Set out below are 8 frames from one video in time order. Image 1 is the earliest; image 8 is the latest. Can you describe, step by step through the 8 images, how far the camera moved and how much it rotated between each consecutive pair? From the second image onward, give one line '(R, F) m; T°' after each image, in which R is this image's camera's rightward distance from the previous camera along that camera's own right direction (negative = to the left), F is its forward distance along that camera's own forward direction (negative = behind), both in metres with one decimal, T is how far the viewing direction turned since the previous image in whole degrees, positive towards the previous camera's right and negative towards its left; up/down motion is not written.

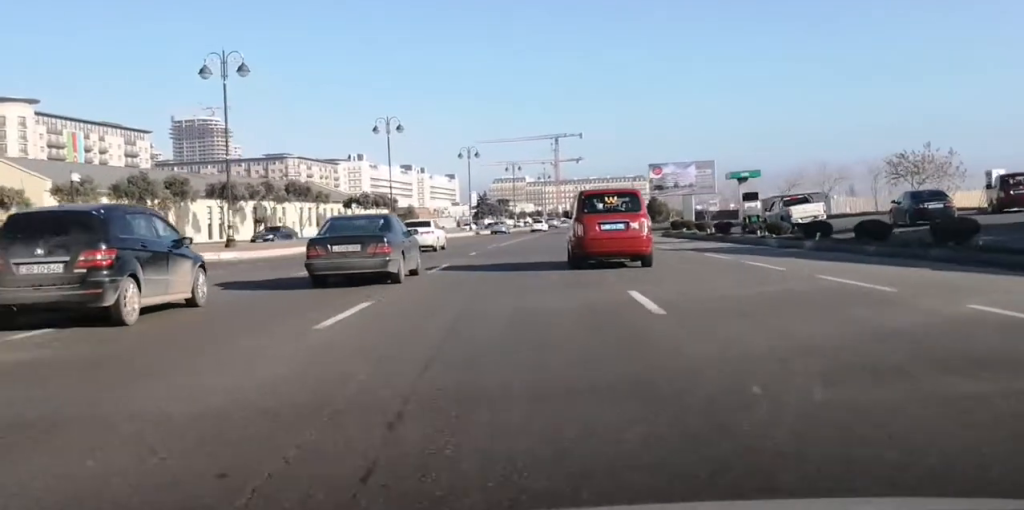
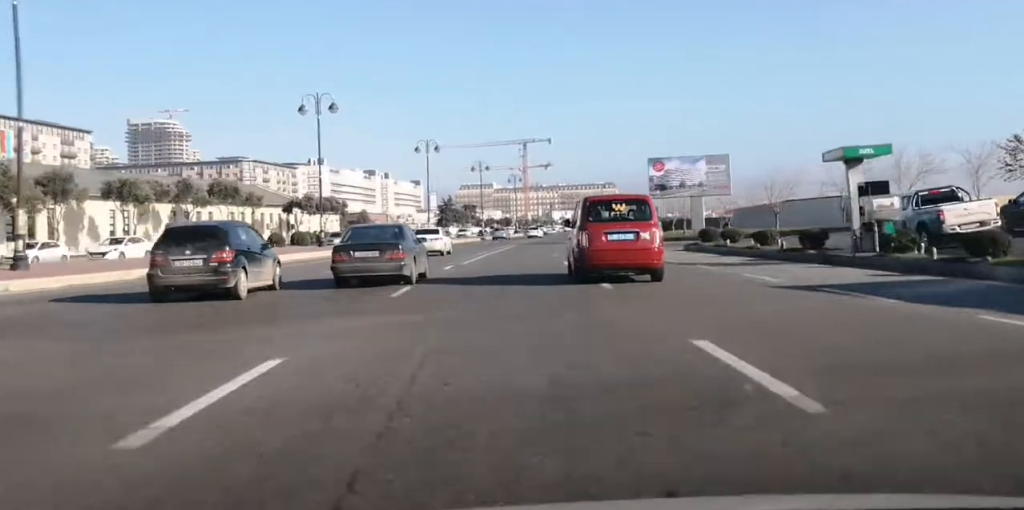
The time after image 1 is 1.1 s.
(-0.4, +18.0) m; 0°
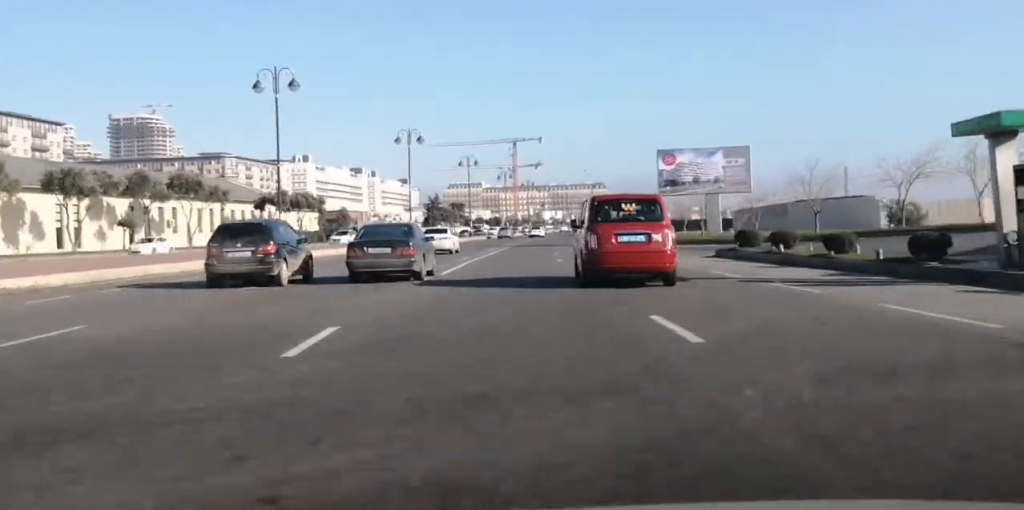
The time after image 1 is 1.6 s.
(+0.3, +8.1) m; +1°
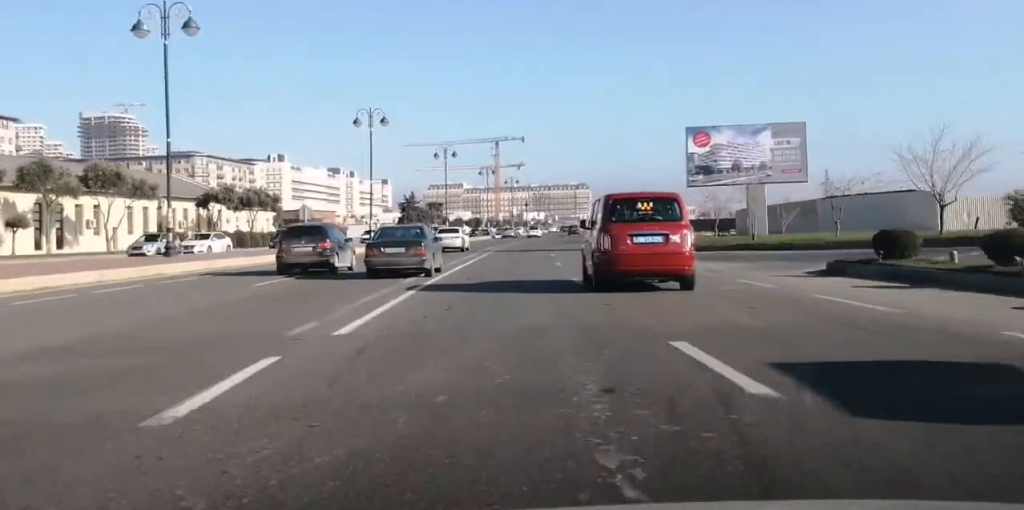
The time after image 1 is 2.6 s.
(+0.2, +15.2) m; +1°
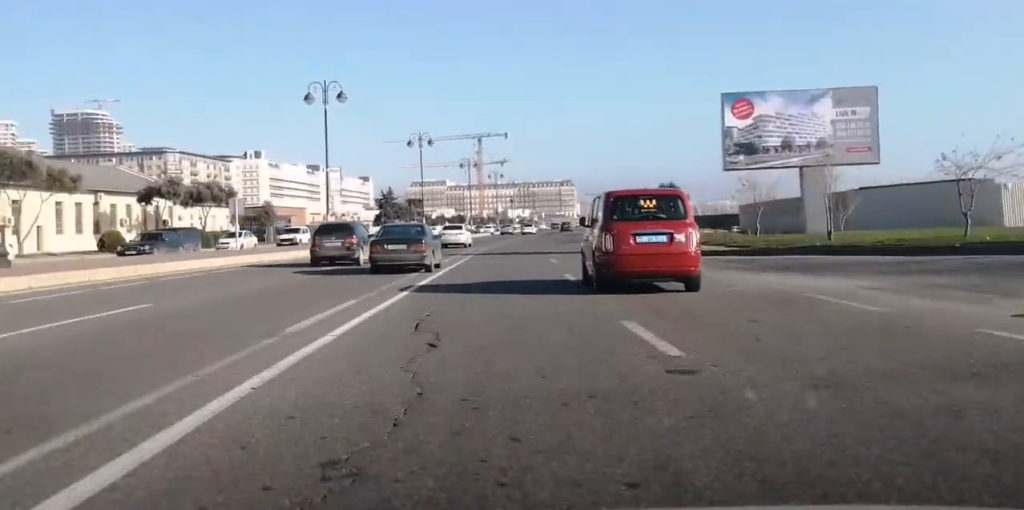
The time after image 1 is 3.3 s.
(0.0, +12.0) m; 0°
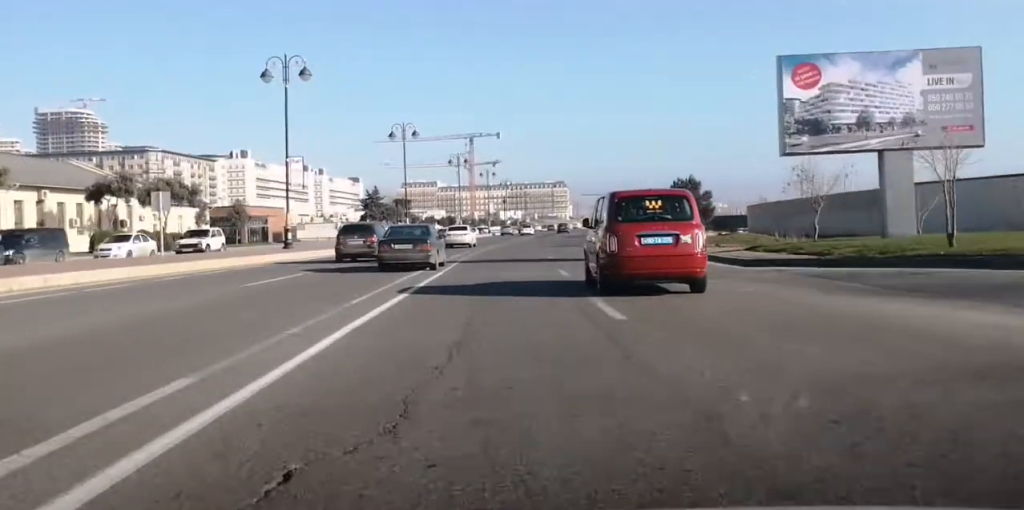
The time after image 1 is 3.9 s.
(0.0, +8.7) m; 0°
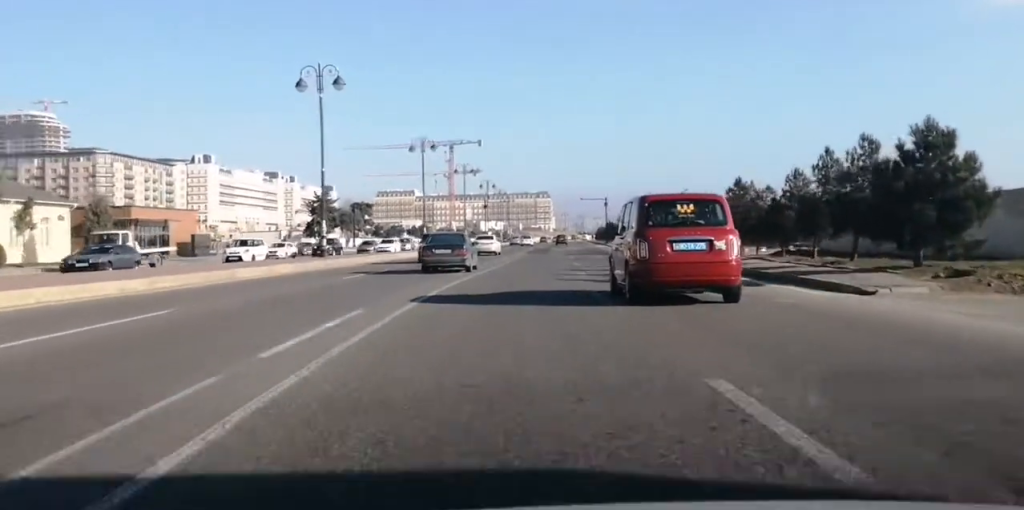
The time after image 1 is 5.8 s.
(+0.8, +31.2) m; +3°
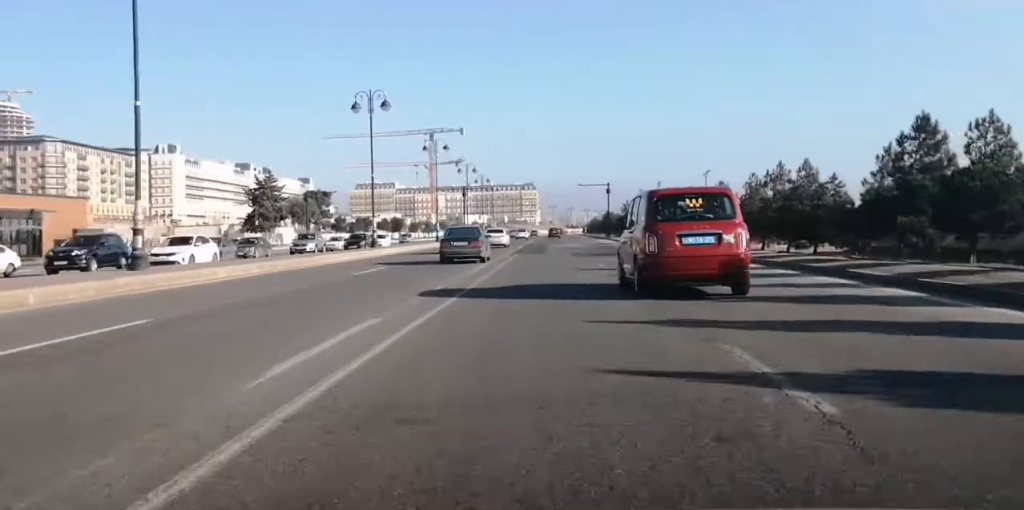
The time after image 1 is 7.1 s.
(+0.2, +22.6) m; +1°
